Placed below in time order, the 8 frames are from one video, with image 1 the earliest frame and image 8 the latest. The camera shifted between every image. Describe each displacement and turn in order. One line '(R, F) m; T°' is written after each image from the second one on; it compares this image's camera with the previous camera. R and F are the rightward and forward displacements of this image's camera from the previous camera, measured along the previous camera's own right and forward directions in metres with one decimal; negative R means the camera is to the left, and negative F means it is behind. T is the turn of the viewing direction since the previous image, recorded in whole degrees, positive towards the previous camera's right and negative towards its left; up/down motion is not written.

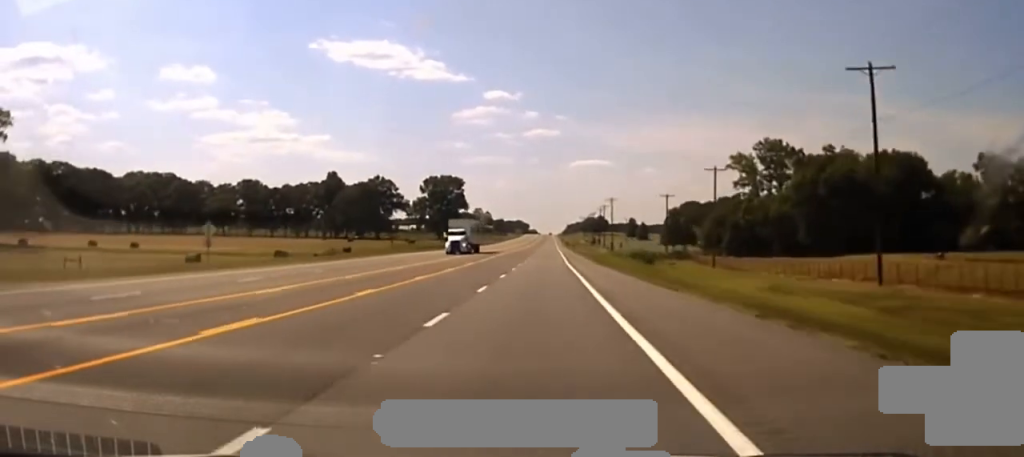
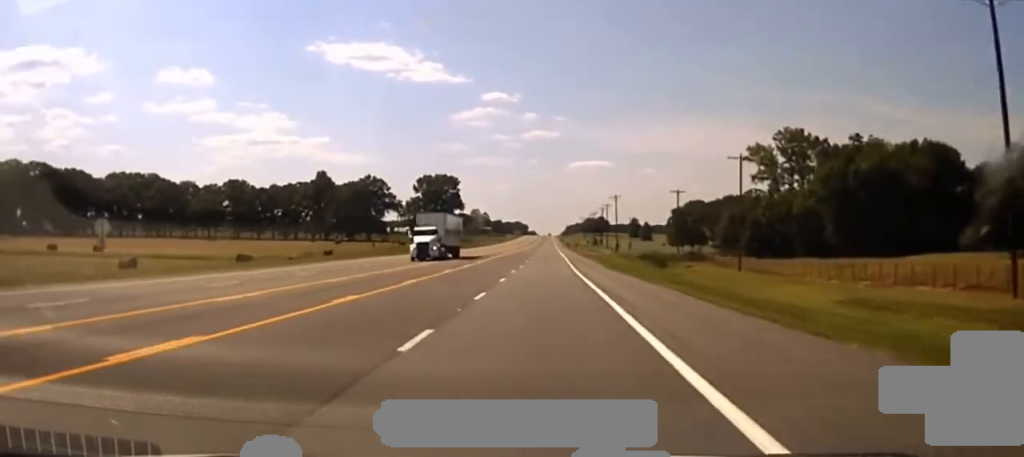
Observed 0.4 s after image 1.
(0.0, +14.8) m; 0°
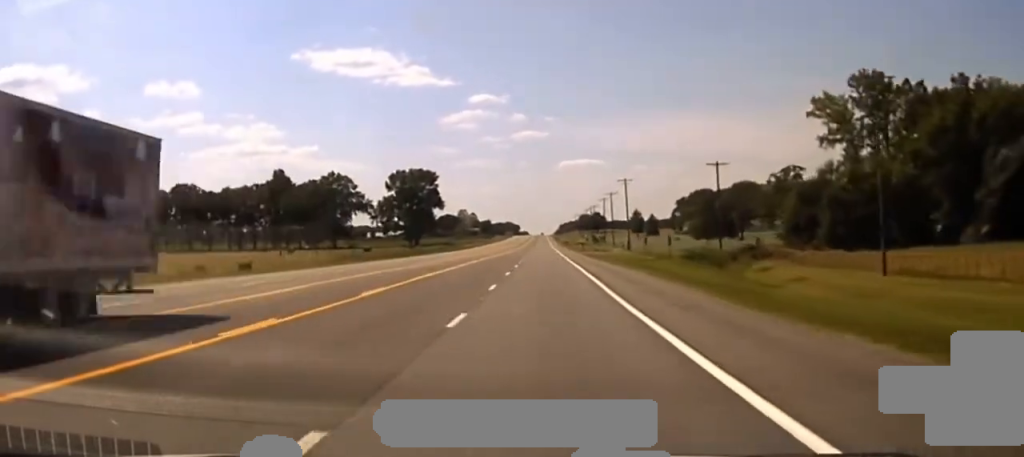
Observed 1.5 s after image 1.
(0.0, +40.1) m; 0°
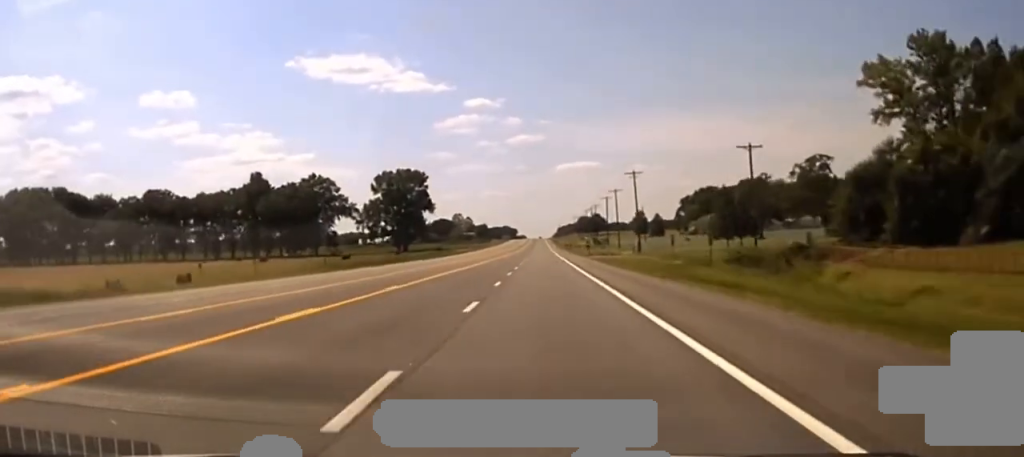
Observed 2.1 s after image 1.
(0.0, +18.5) m; 0°
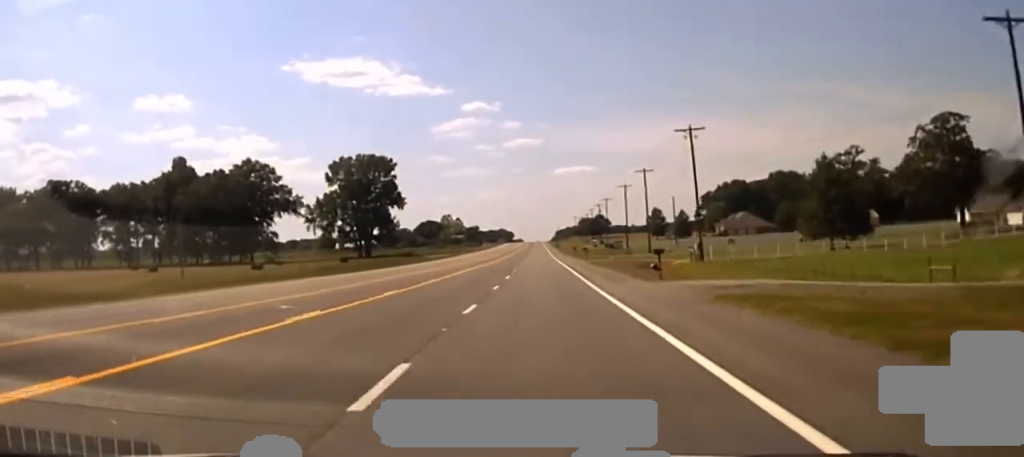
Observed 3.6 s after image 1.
(0.0, +56.1) m; 0°
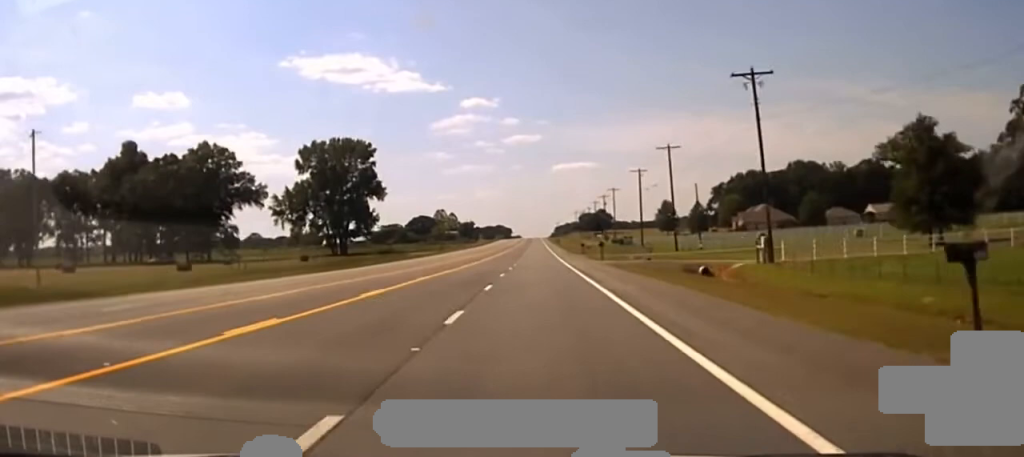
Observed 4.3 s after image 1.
(0.0, +30.3) m; 0°
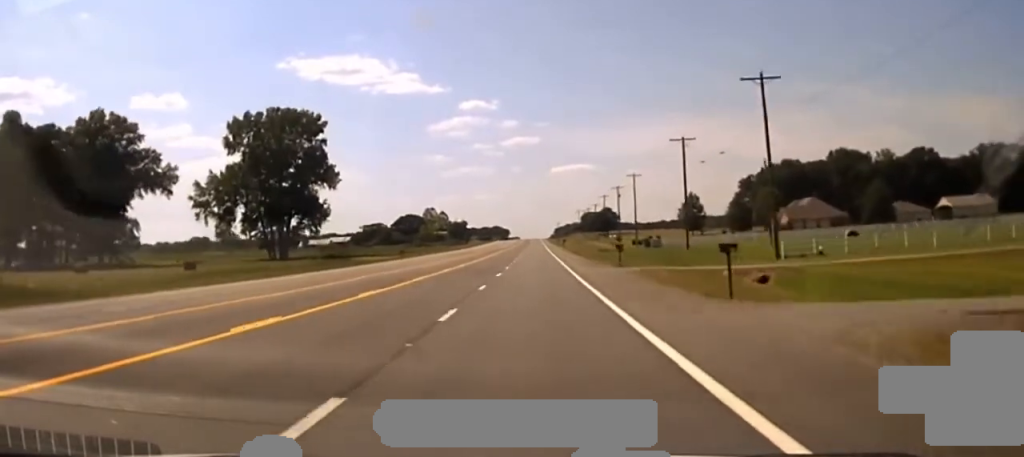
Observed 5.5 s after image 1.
(0.0, +52.1) m; 0°
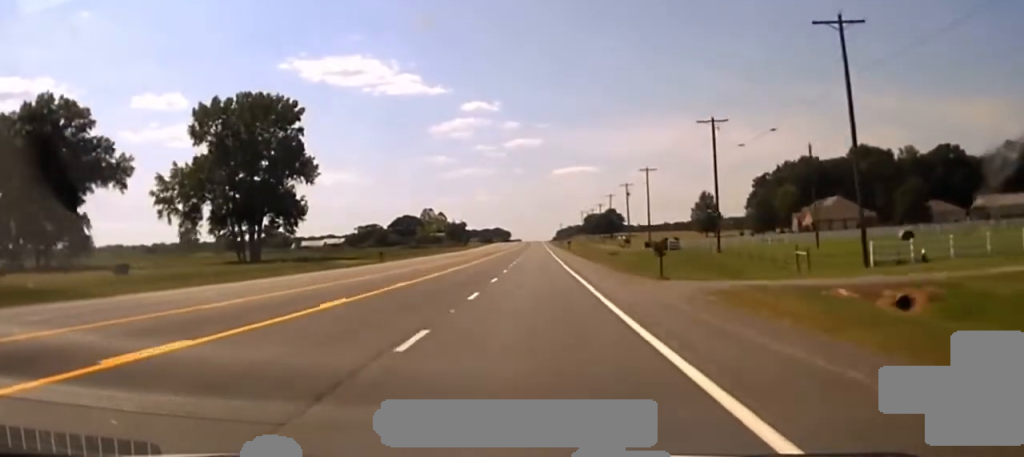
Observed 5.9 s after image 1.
(0.0, +18.0) m; 0°
